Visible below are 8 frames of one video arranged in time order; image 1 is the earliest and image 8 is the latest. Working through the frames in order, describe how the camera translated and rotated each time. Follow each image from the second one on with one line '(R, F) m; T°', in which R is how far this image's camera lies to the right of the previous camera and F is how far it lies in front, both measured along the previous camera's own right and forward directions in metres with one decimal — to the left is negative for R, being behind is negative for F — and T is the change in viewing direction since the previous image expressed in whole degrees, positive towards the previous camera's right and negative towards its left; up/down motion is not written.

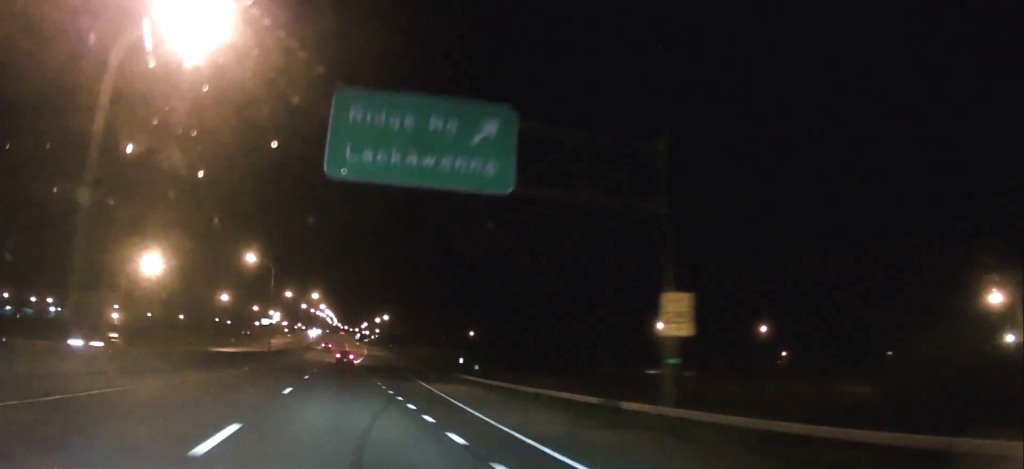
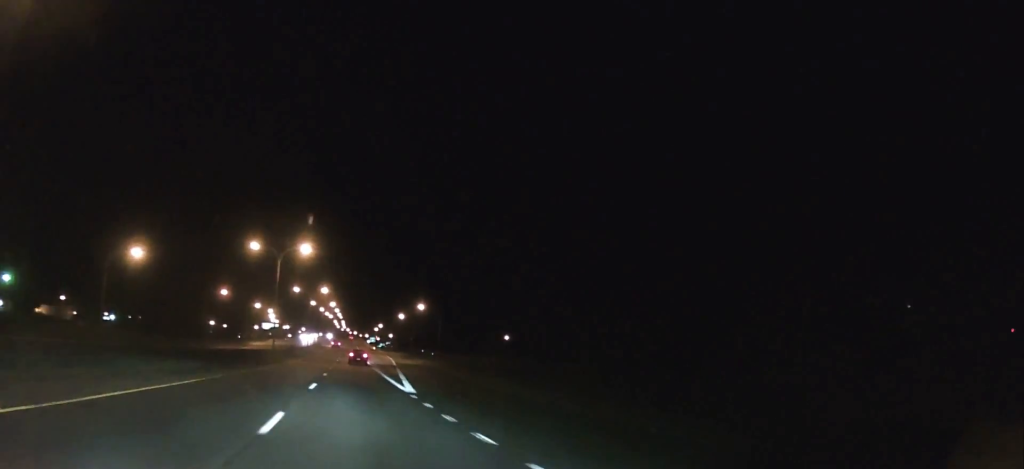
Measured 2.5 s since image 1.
(-0.8, +58.9) m; -1°
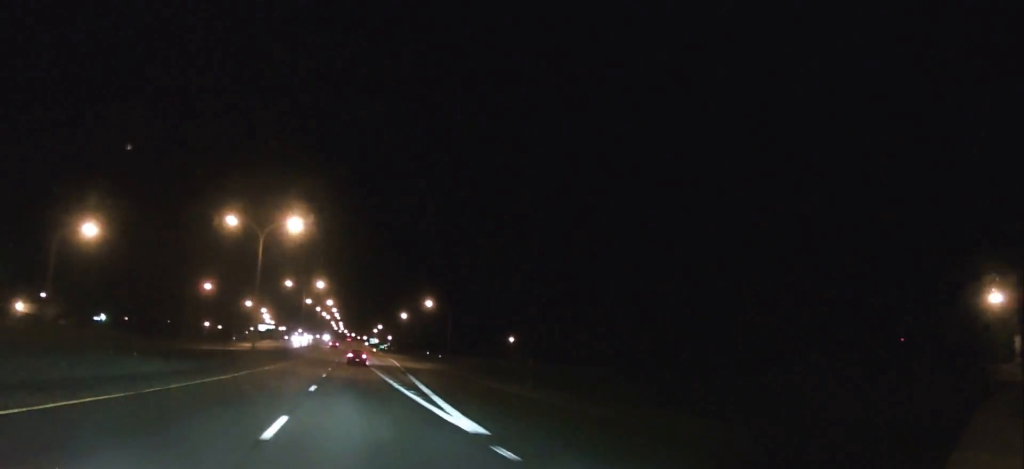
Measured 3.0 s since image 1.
(+0.1, +12.7) m; 0°
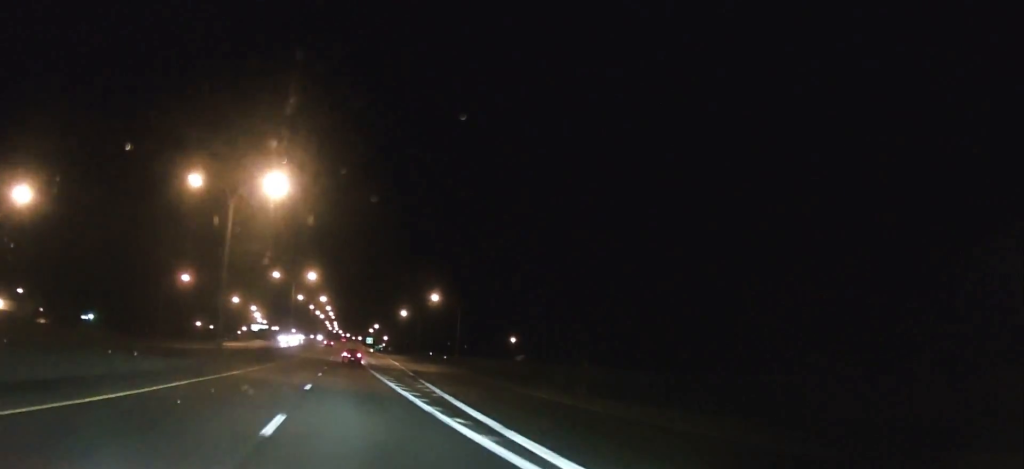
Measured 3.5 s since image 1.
(0.0, +11.9) m; 0°
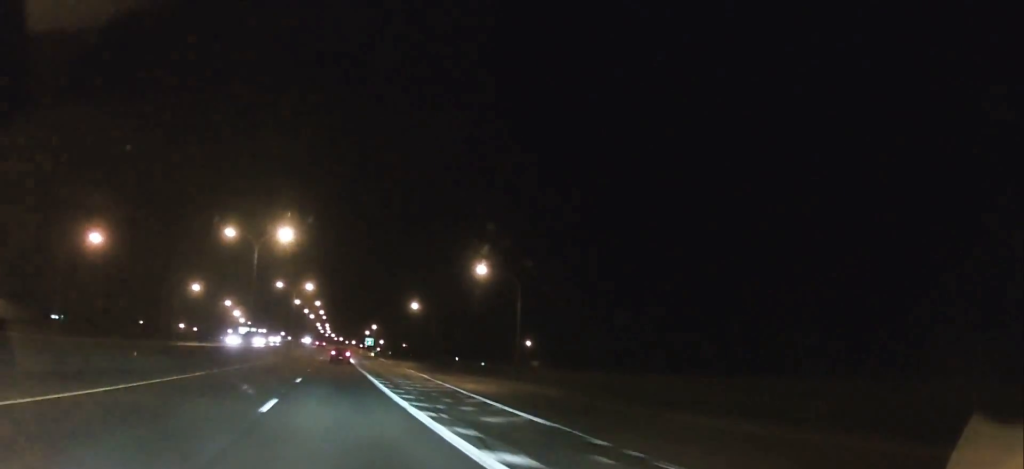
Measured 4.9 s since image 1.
(0.0, +33.4) m; +1°
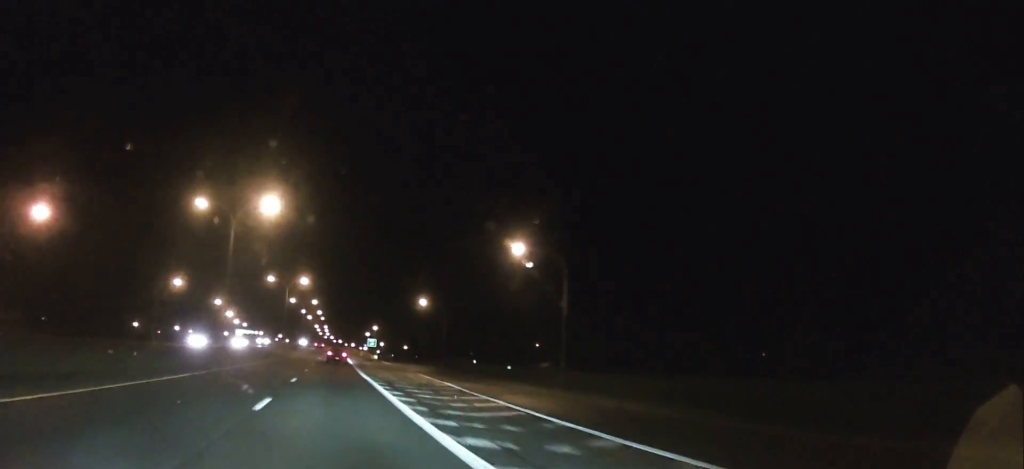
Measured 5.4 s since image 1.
(-0.1, +11.9) m; 0°
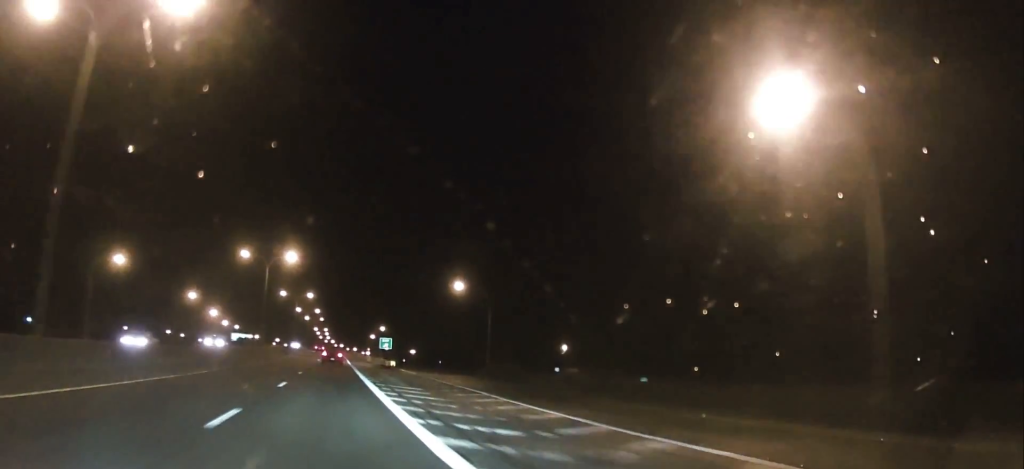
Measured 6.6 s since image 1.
(+0.3, +27.9) m; 0°
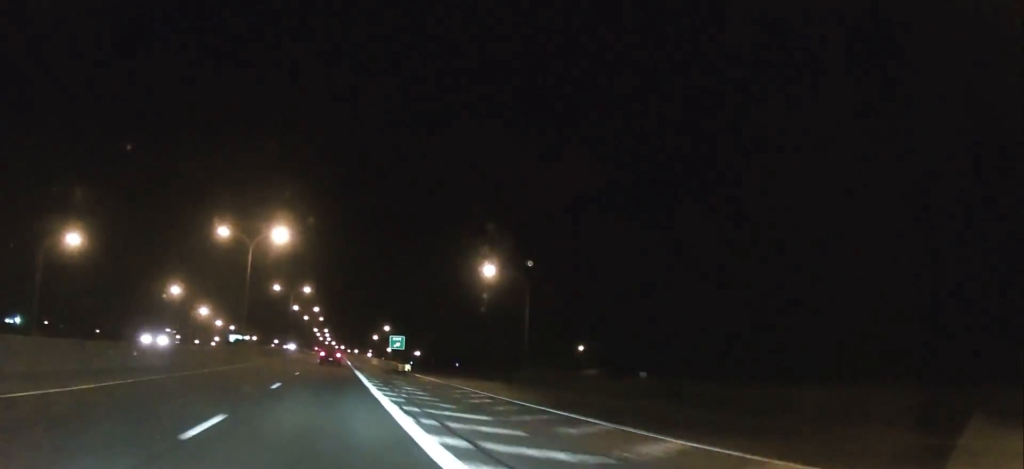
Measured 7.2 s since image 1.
(0.0, +13.5) m; -1°
